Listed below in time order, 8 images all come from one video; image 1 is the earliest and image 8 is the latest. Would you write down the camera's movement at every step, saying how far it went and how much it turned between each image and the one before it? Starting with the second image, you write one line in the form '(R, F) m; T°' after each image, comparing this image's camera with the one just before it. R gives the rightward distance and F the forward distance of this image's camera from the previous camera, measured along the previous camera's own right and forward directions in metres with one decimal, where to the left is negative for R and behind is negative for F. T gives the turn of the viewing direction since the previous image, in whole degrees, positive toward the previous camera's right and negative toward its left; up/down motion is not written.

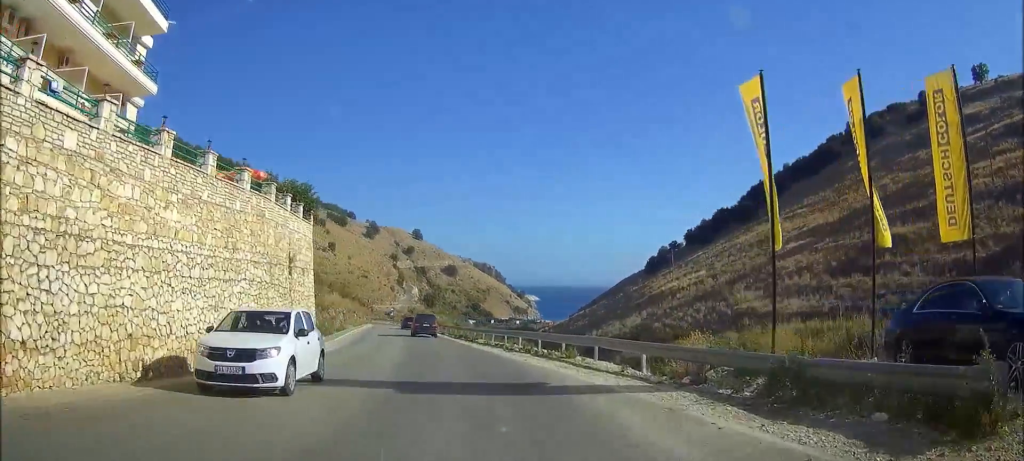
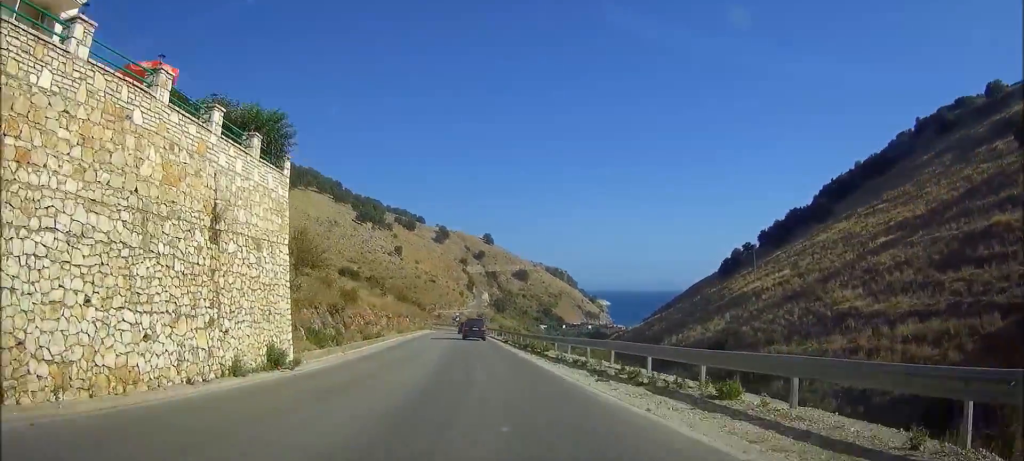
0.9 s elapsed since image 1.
(-1.4, +11.4) m; -9°
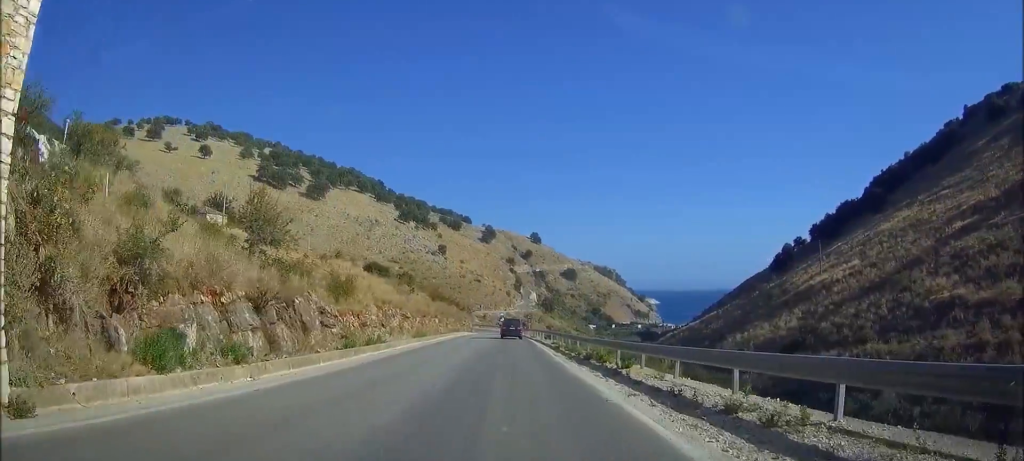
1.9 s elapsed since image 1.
(-0.7, +13.7) m; -4°
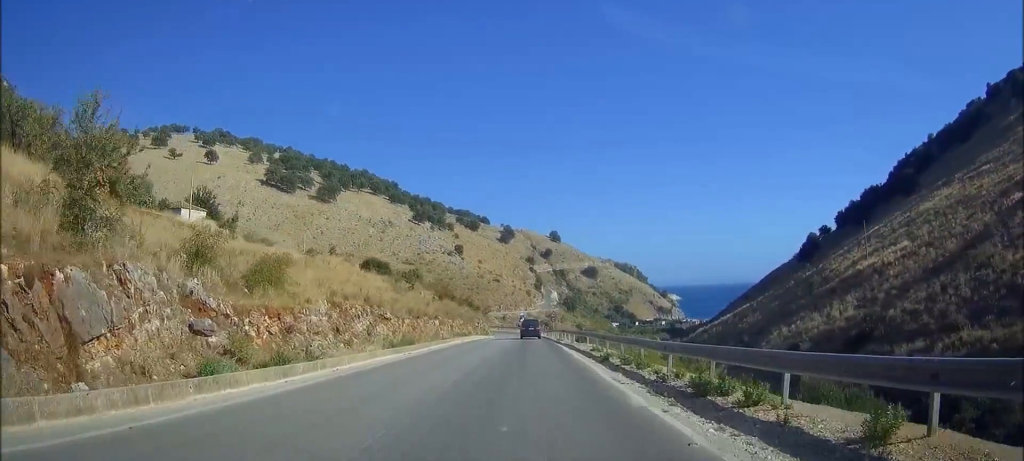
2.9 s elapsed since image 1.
(-0.2, +14.3) m; -1°
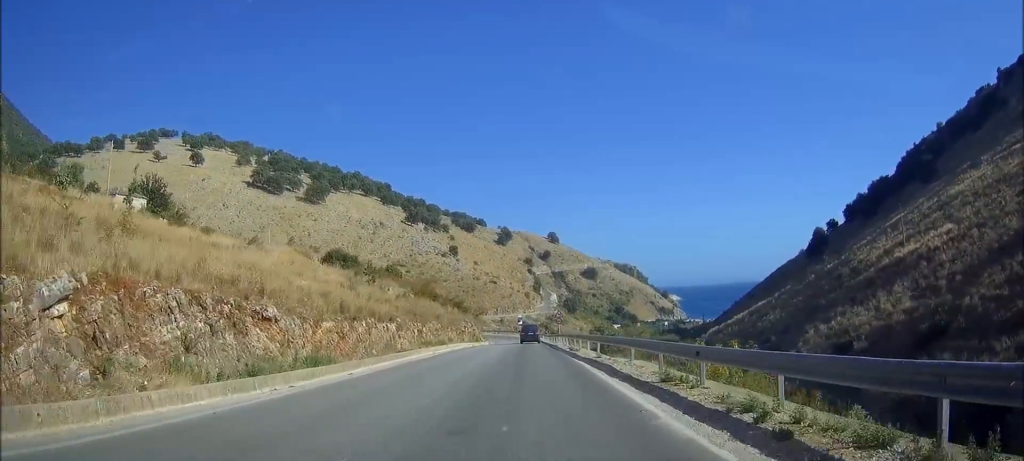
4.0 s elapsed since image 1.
(0.0, +16.6) m; 0°
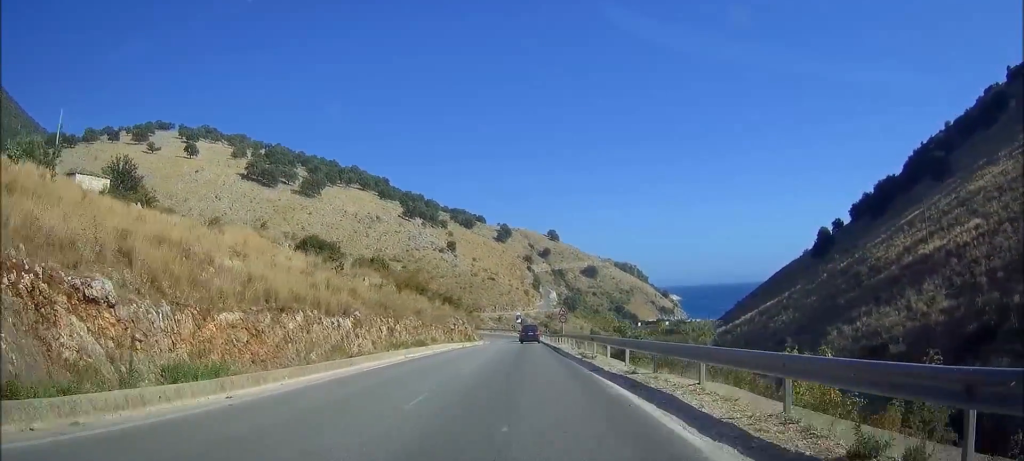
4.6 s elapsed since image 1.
(0.0, +8.7) m; 0°
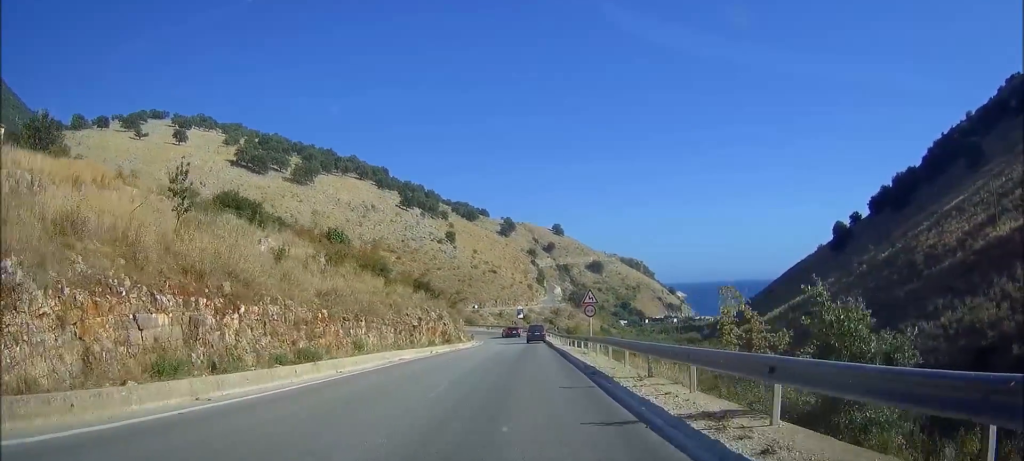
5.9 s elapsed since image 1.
(0.0, +20.7) m; -1°
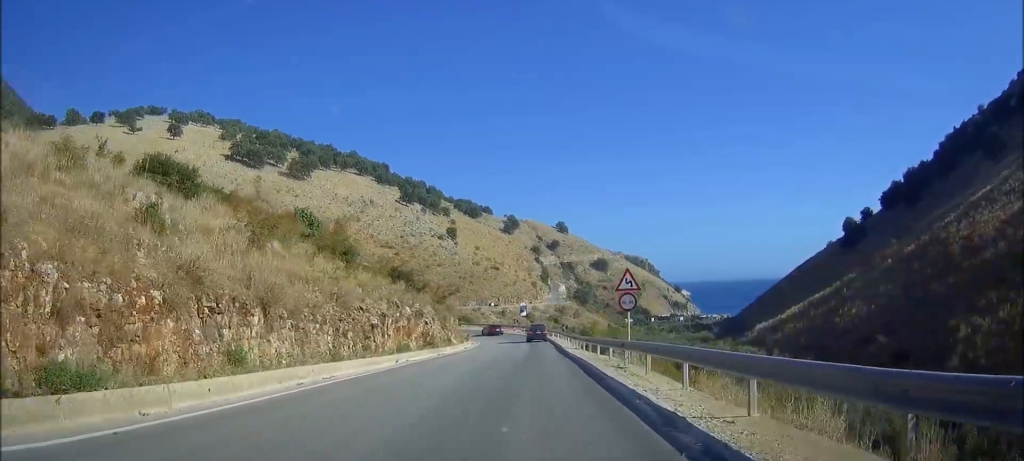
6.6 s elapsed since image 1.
(-0.2, +11.0) m; -1°
